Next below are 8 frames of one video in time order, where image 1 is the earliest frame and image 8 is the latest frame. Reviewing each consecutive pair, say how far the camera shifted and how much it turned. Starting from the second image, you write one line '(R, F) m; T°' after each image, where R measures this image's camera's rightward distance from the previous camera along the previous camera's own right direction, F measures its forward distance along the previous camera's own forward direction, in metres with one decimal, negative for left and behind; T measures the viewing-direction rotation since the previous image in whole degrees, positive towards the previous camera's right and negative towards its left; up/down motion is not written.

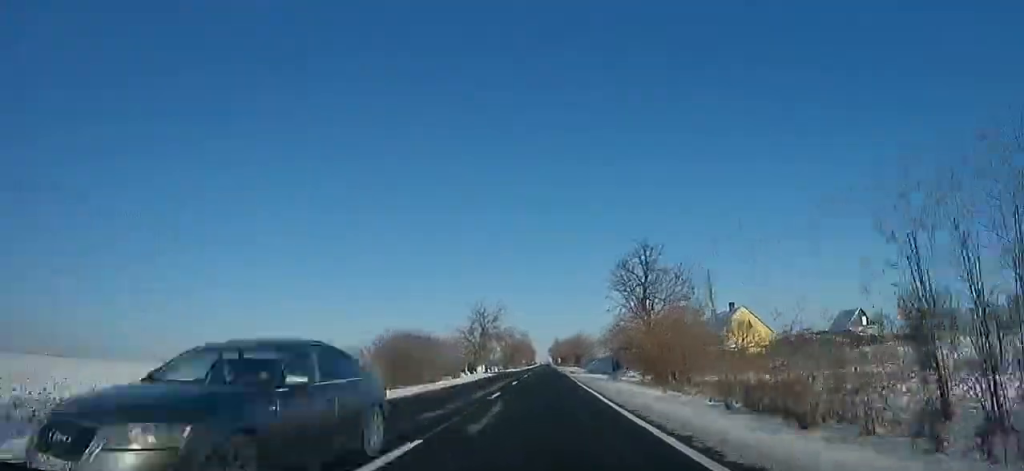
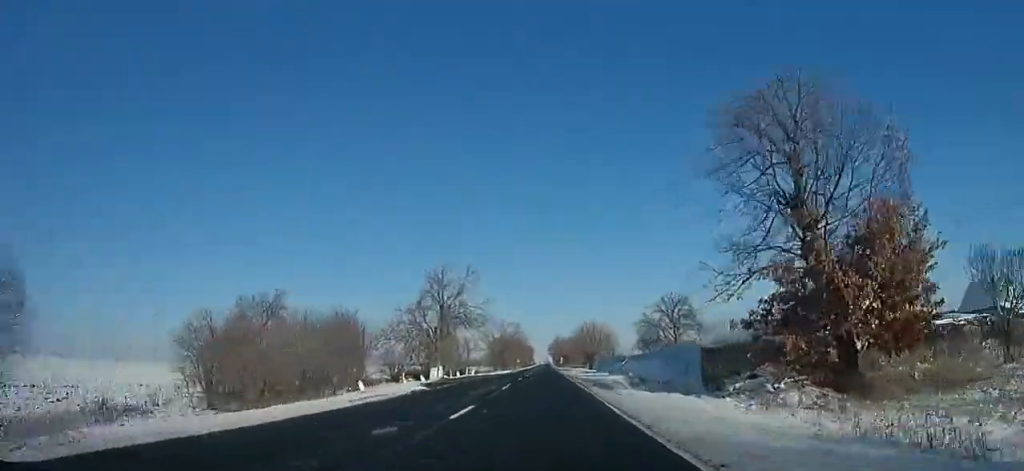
(0.0, +29.2) m; 0°
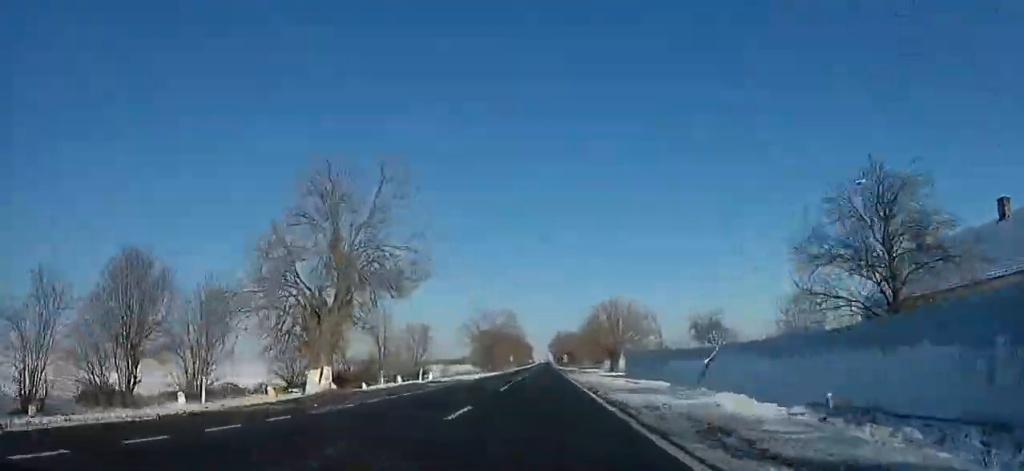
(+0.2, +23.2) m; 0°
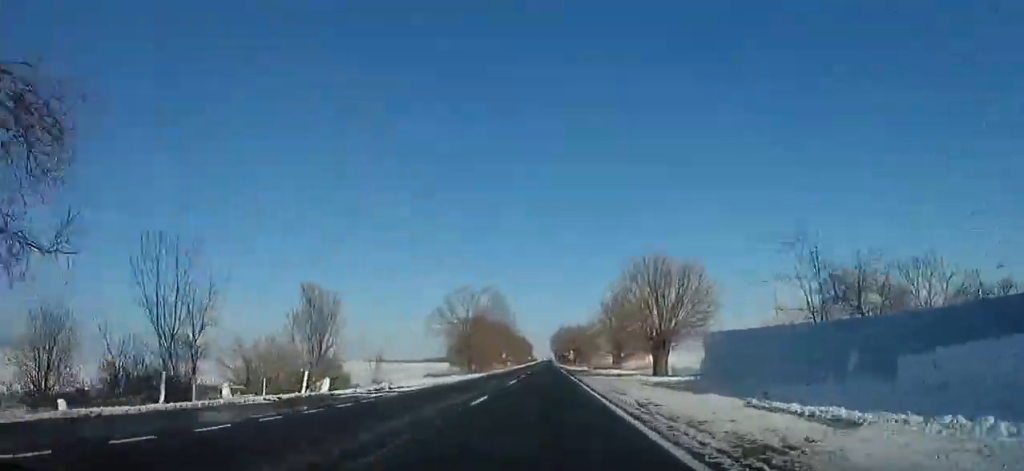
(+0.1, +19.9) m; 0°
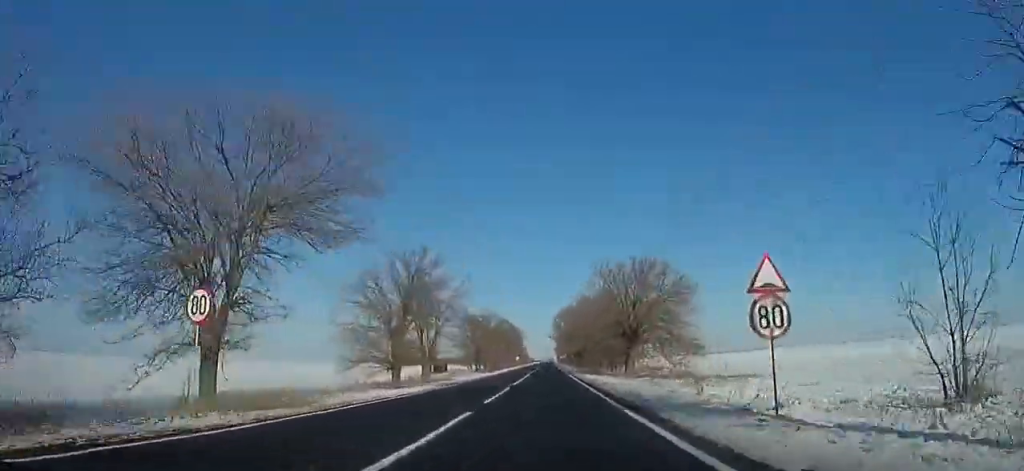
(-1.1, +71.2) m; +2°
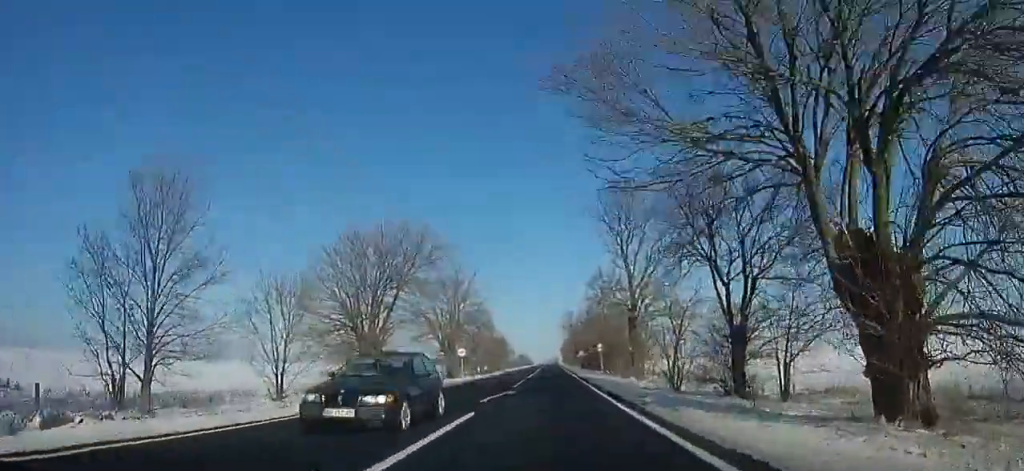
(+2.2, +78.1) m; -1°
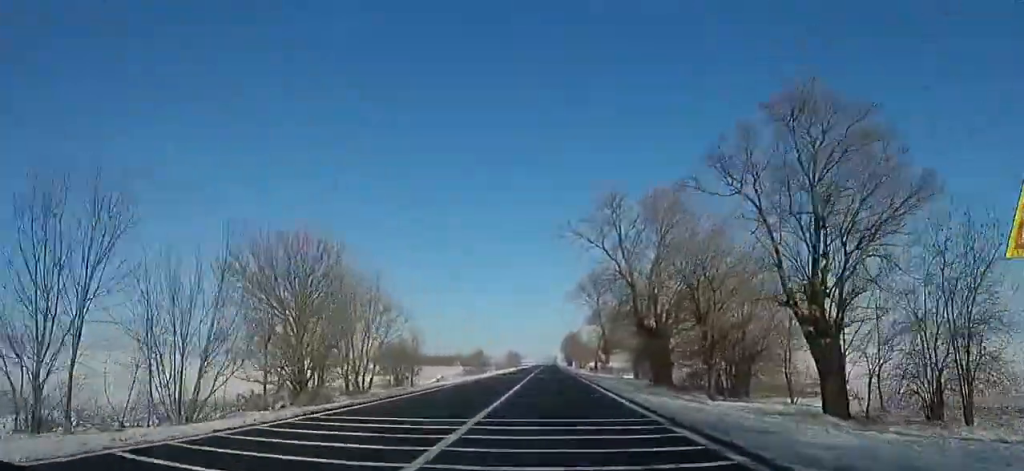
(-3.5, +79.3) m; -2°
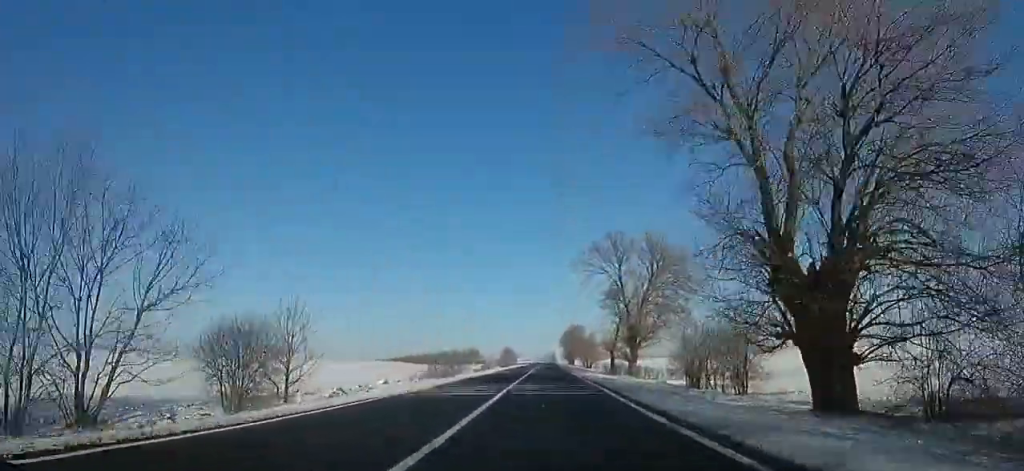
(+0.1, +20.6) m; +1°
